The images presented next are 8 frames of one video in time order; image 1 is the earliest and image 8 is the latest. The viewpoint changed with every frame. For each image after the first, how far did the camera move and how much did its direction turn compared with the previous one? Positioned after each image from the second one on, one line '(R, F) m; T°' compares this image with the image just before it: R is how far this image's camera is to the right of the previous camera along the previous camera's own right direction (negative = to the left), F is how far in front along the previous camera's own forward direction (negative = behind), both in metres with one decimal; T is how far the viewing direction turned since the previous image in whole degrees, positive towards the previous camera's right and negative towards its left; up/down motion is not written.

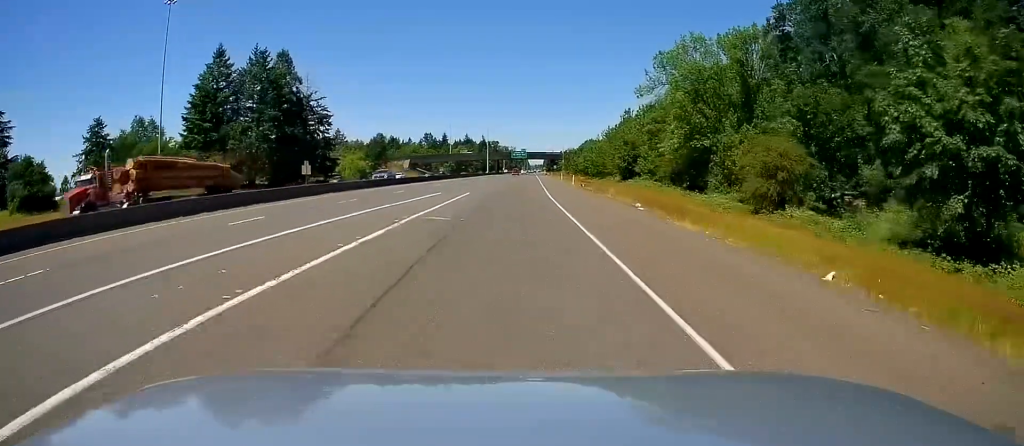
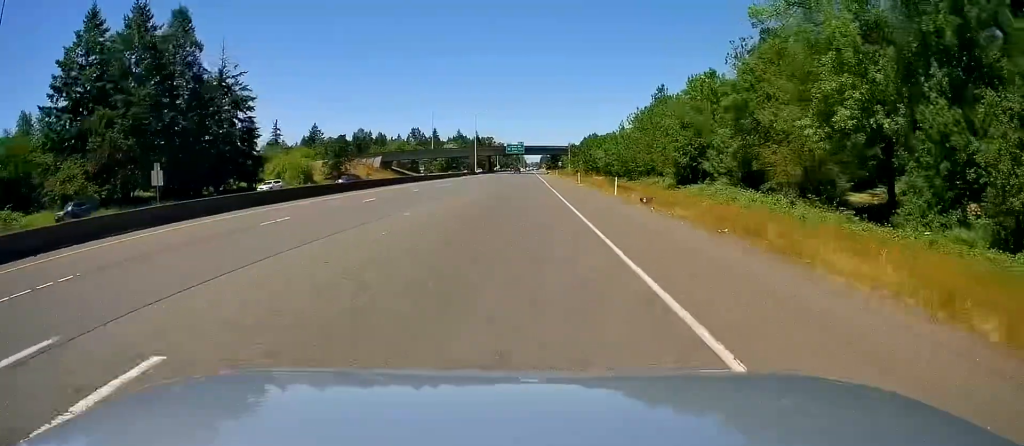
(-0.4, +38.6) m; -1°
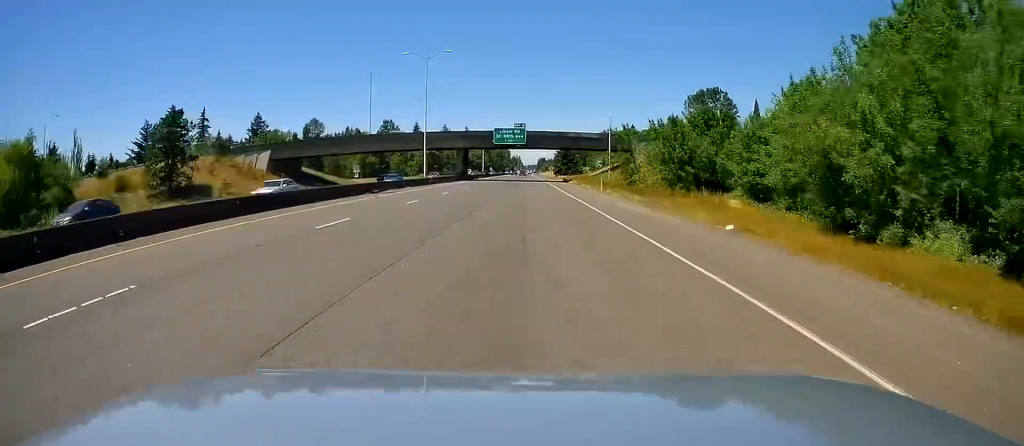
(+2.0, +76.5) m; +4°
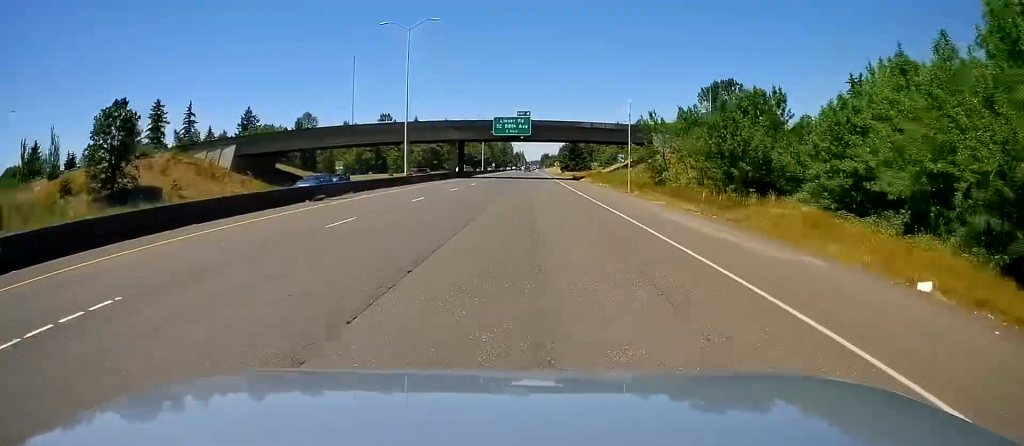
(+0.8, +13.4) m; 0°
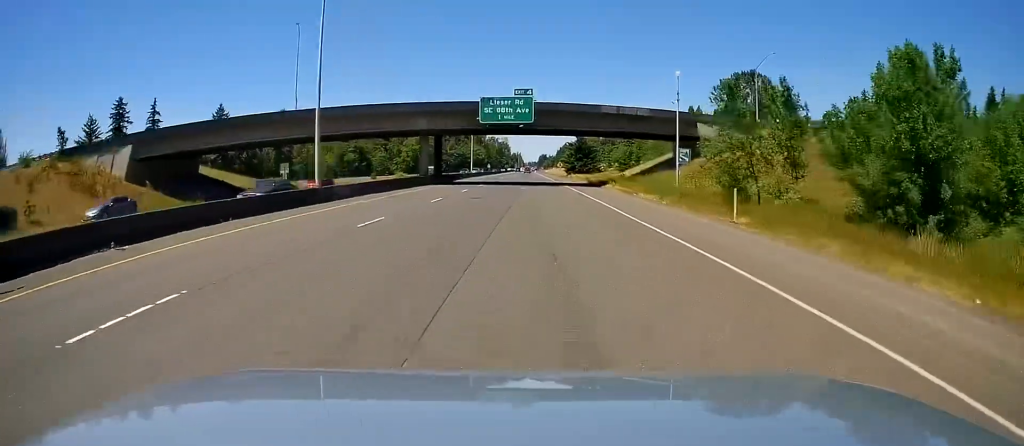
(-1.4, +24.1) m; -2°
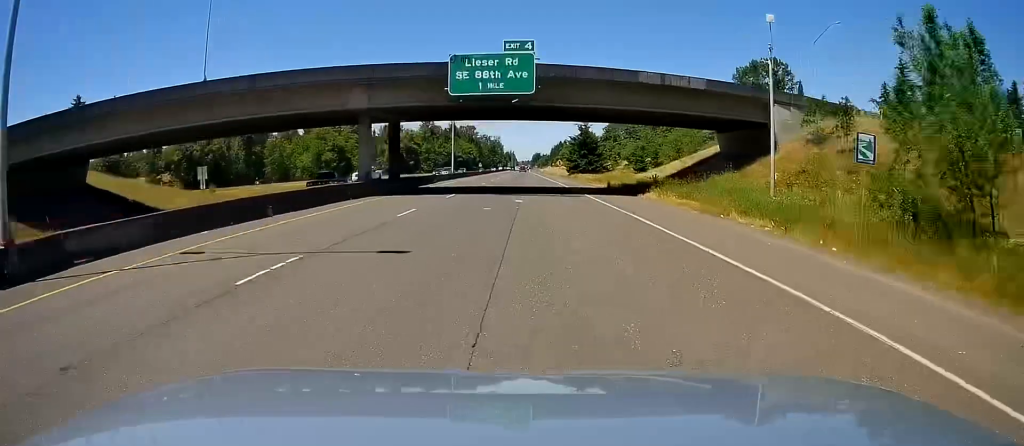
(-0.1, +21.2) m; 0°
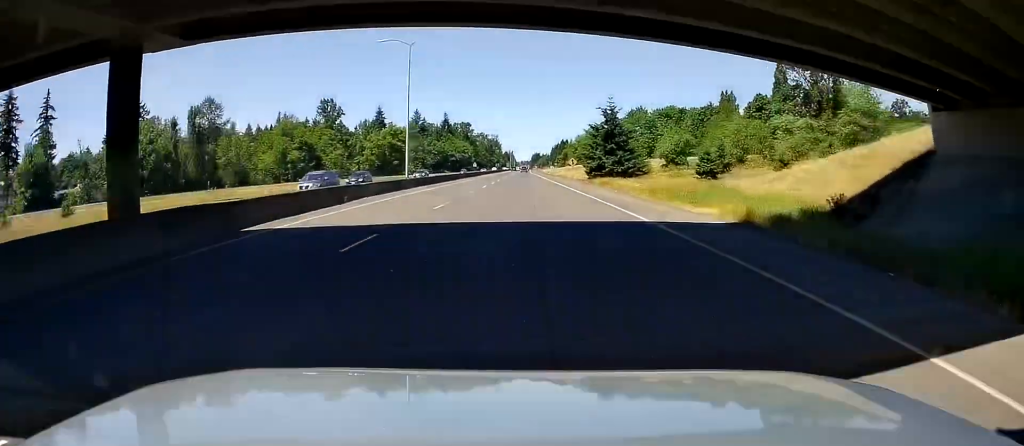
(+0.3, +33.6) m; +1°
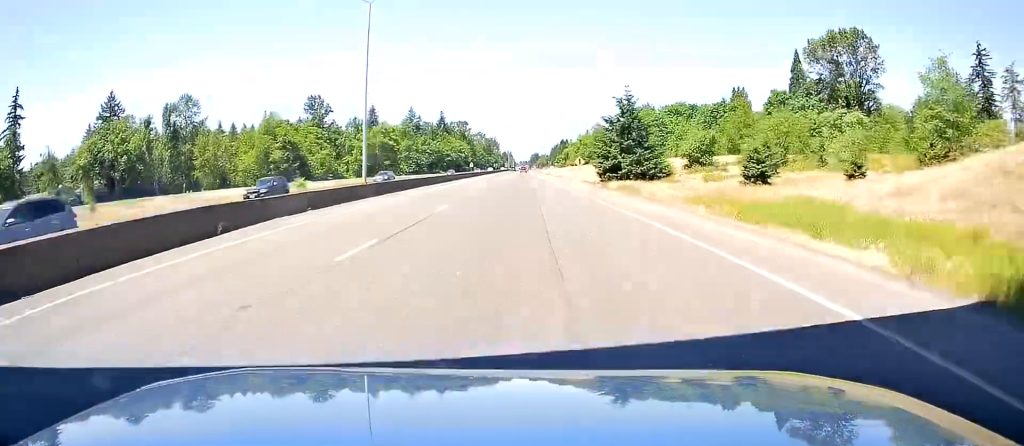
(0.0, +13.4) m; 0°
